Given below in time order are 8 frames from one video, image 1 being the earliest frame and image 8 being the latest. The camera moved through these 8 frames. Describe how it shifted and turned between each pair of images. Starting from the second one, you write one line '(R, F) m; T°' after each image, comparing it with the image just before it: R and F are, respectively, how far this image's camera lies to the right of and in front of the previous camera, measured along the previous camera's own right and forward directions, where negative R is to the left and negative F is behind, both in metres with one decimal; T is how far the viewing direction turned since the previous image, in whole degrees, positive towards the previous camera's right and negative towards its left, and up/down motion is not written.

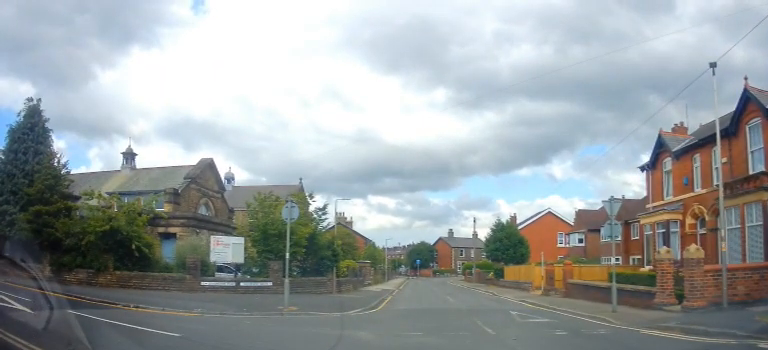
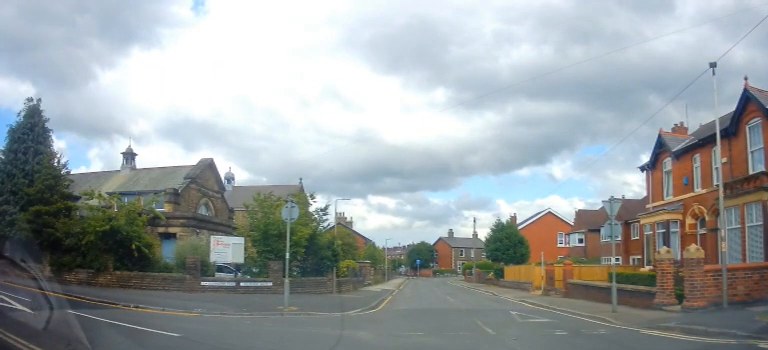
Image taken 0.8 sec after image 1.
(0.0, 0.0) m; 0°
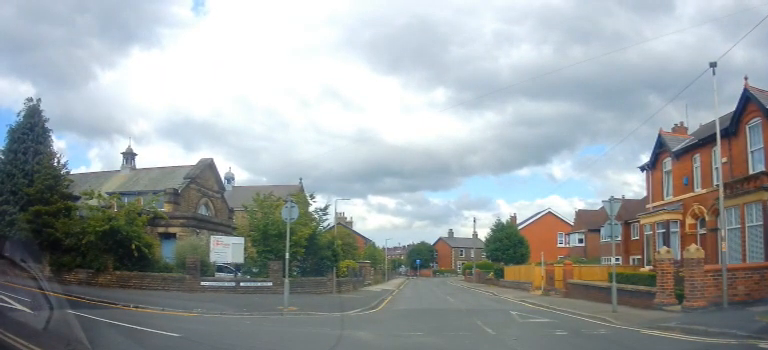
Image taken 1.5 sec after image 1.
(0.0, 0.0) m; 0°
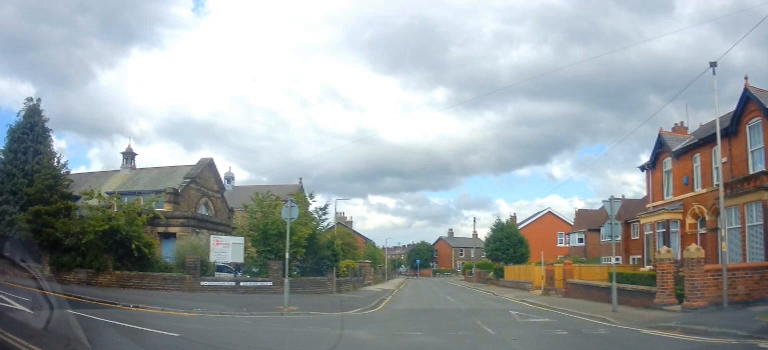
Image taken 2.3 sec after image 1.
(0.0, 0.0) m; 0°
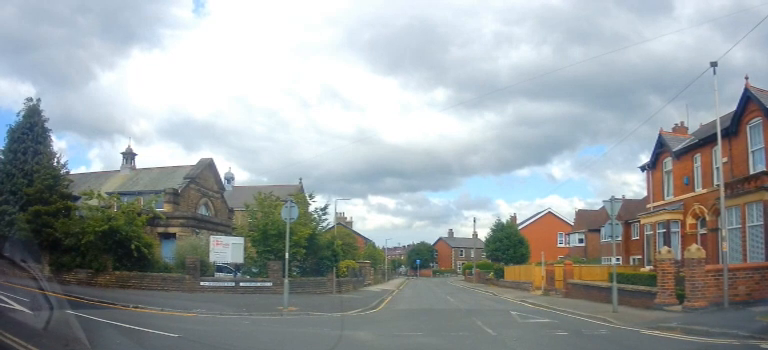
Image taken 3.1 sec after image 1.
(0.0, 0.0) m; 0°
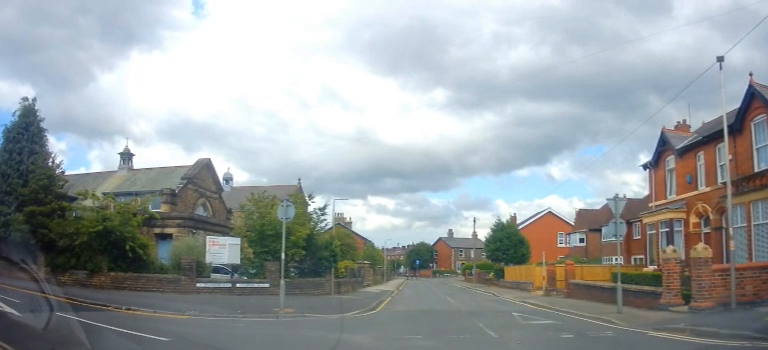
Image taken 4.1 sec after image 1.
(-0.2, +0.3) m; 0°
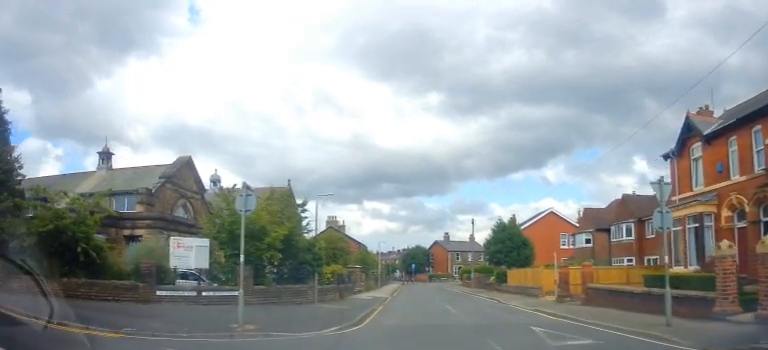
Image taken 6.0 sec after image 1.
(+0.4, +2.1) m; -2°
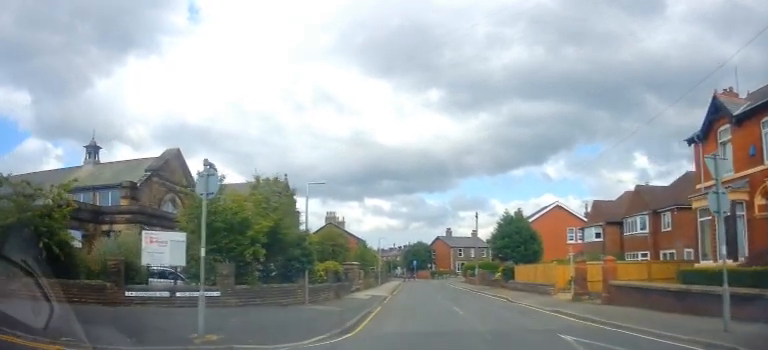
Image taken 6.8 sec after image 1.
(-0.3, +1.9) m; -1°
